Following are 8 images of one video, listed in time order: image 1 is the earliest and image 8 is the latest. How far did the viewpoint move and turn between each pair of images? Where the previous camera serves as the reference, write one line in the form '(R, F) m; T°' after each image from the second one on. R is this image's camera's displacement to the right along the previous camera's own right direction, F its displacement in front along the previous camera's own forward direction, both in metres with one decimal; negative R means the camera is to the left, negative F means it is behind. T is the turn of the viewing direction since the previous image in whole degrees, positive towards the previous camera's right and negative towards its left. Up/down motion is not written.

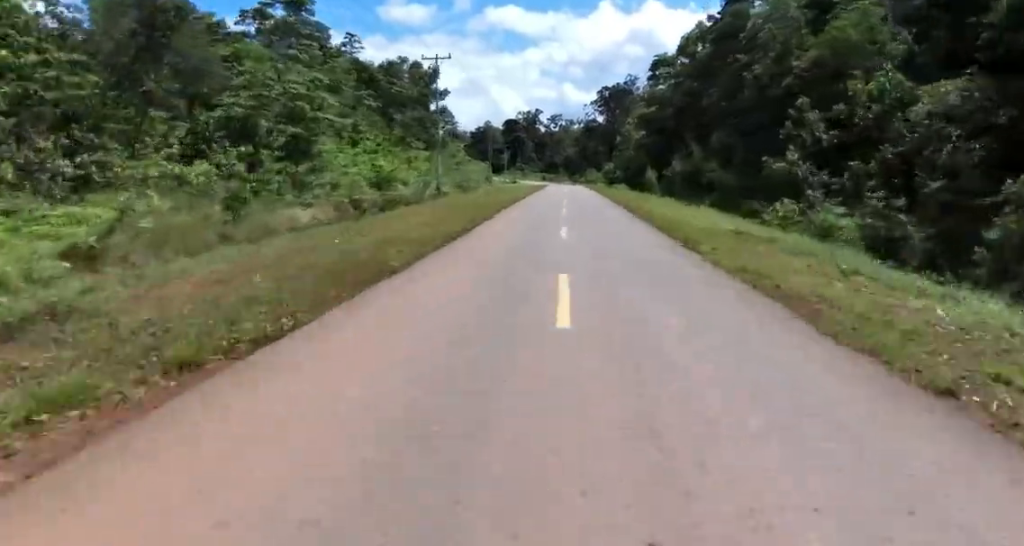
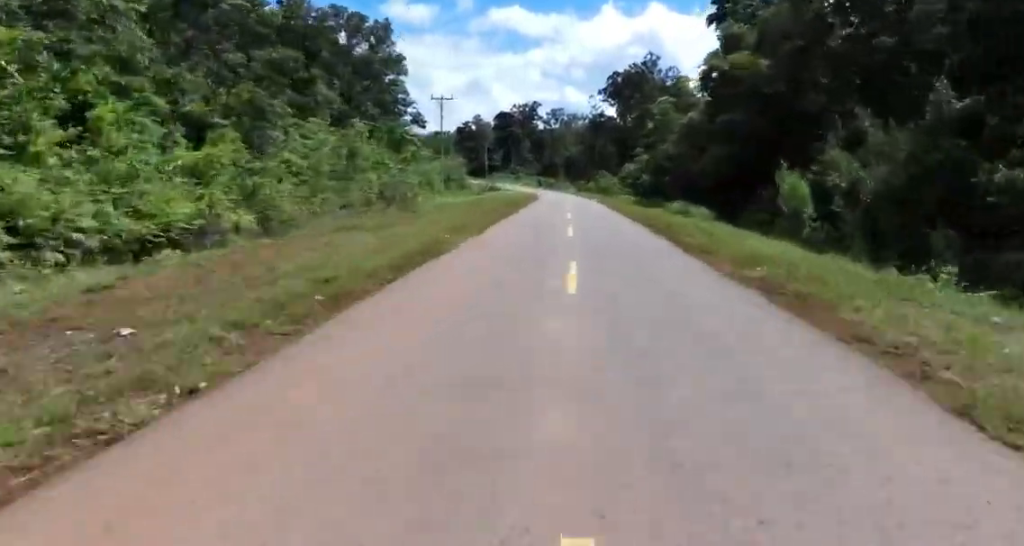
(+0.5, +38.7) m; -1°
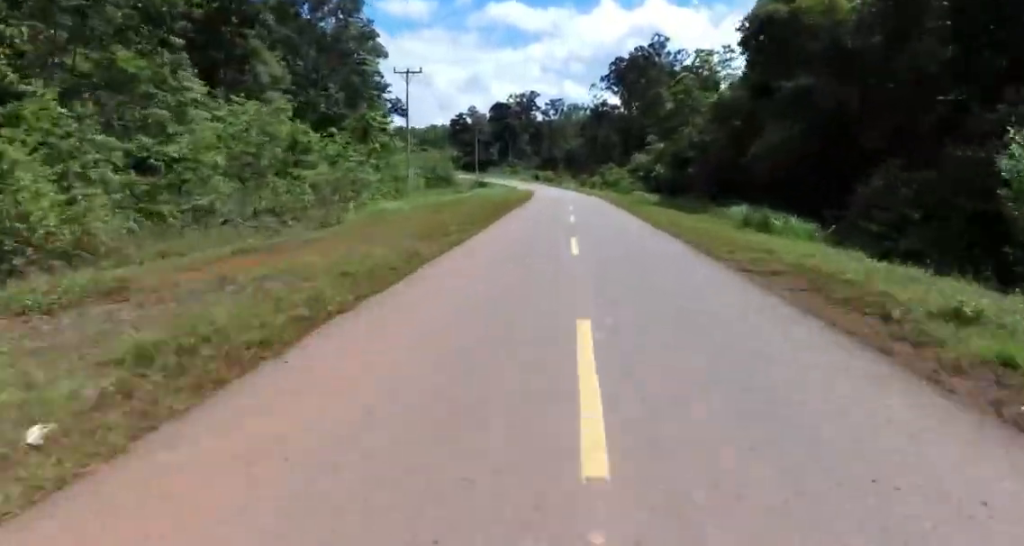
(-0.3, +12.8) m; -1°
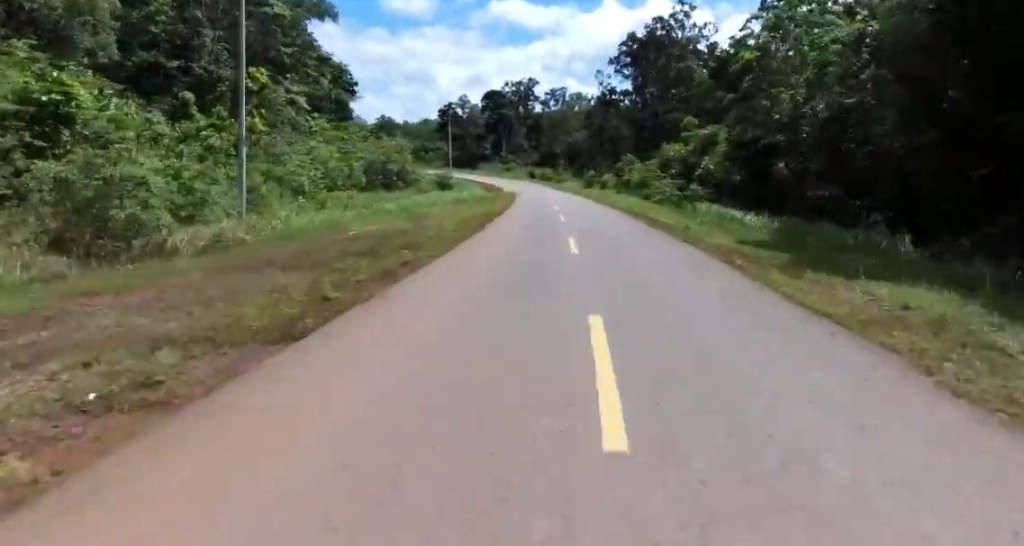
(0.0, +25.1) m; 0°
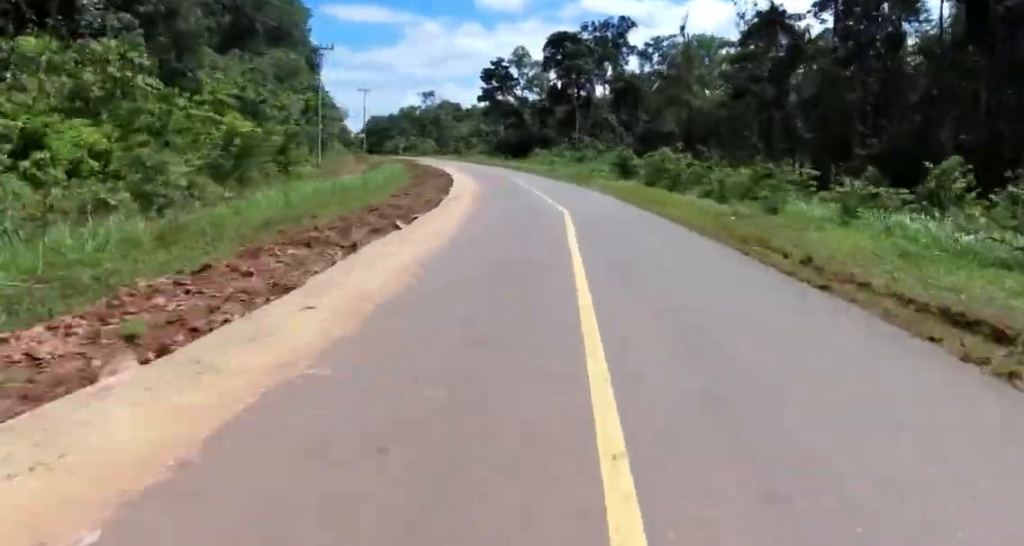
(-2.1, +72.0) m; -6°
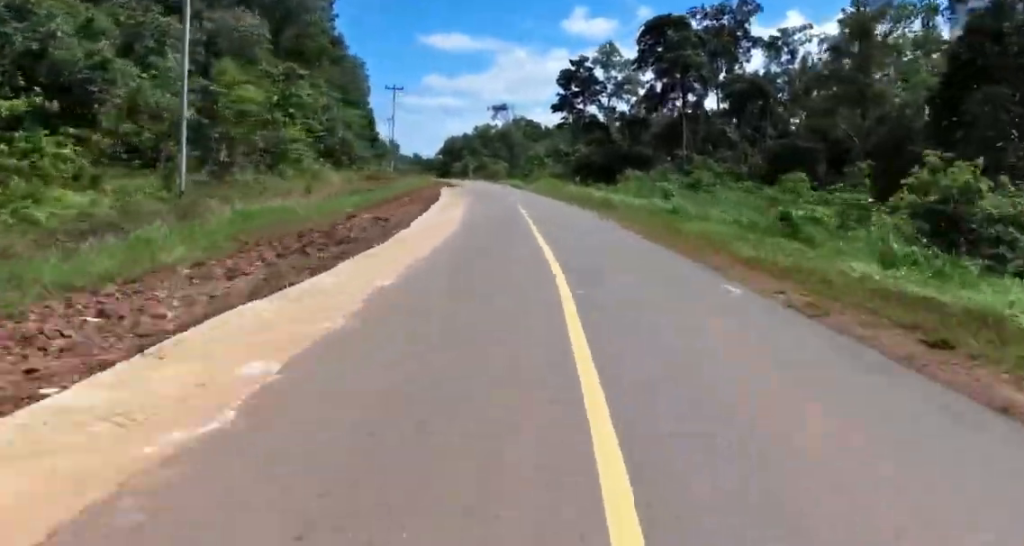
(-0.6, +30.9) m; -7°
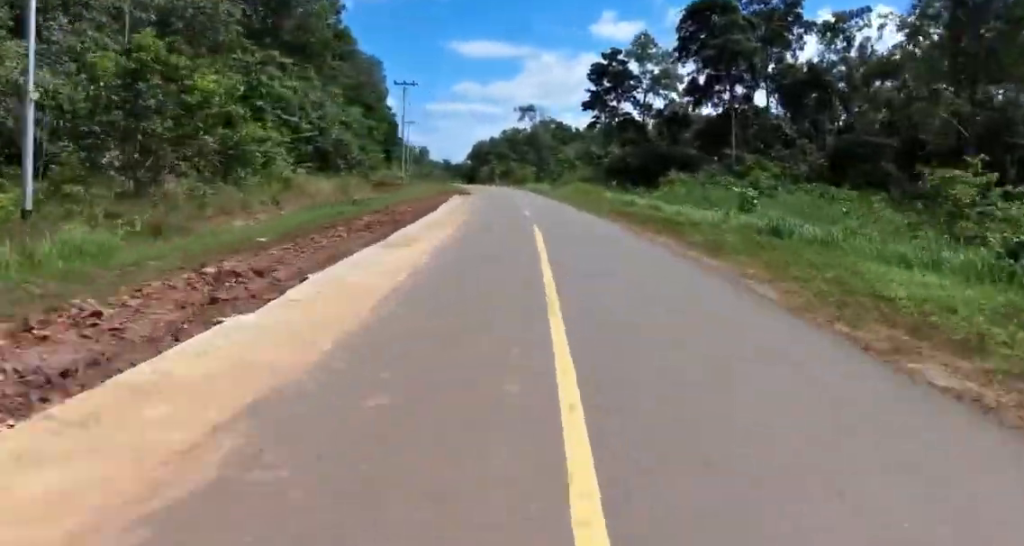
(-1.1, +10.3) m; -4°
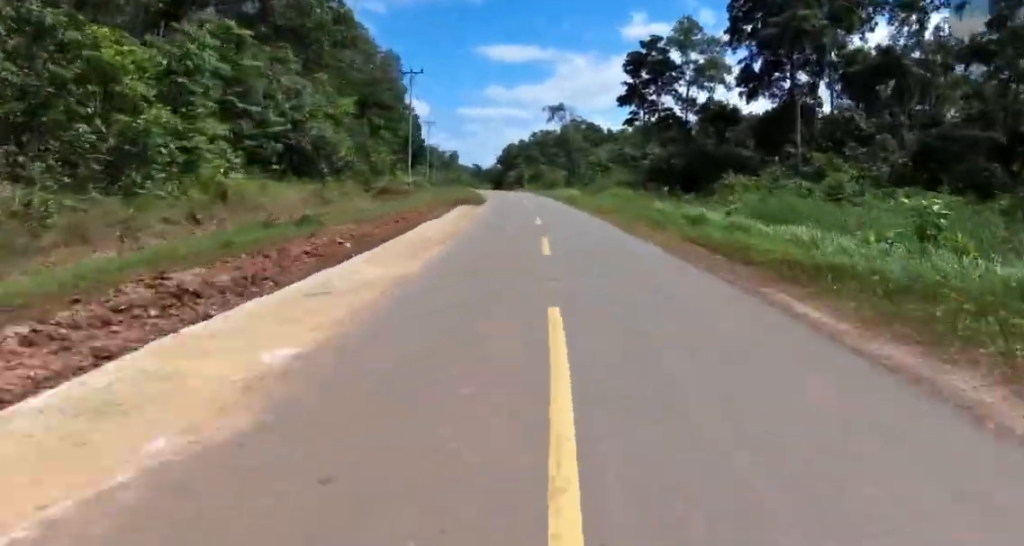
(-0.4, +10.4) m; -4°
